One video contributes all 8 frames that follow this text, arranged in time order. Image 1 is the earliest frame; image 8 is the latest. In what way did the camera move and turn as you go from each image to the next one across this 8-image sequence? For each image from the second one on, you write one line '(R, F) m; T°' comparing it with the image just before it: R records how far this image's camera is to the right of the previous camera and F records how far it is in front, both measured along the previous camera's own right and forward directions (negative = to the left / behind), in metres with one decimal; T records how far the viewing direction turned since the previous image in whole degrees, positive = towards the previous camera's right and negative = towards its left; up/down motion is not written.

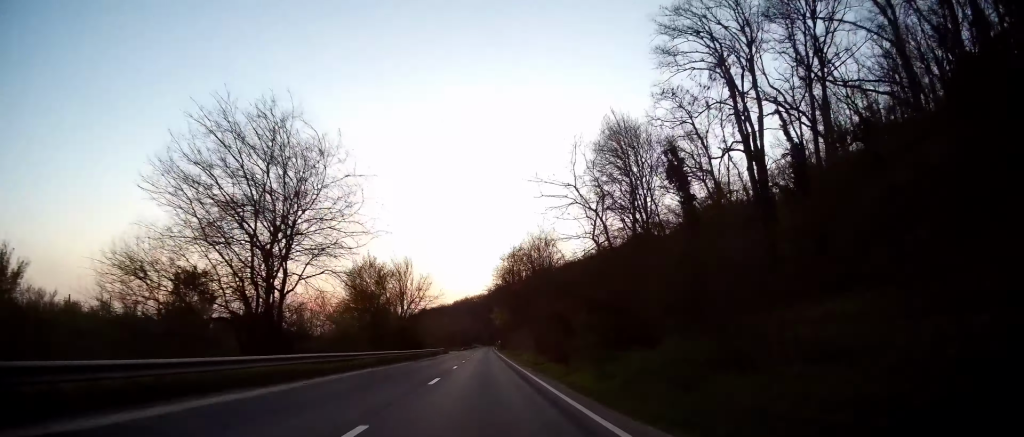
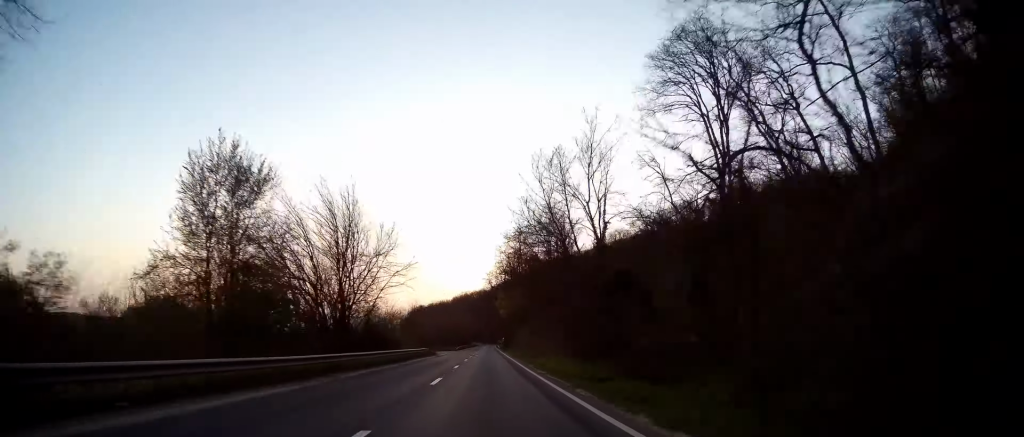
(-0.1, +24.1) m; 0°
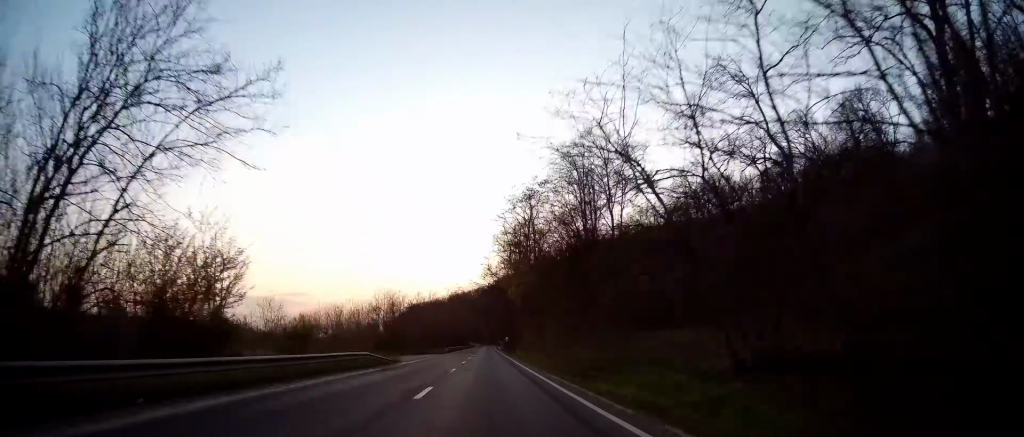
(0.0, +28.1) m; 0°
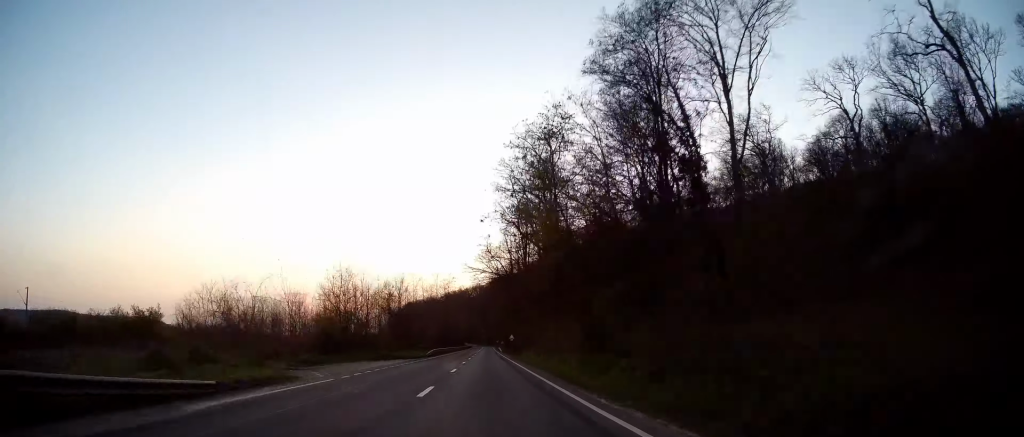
(0.0, +23.1) m; 0°
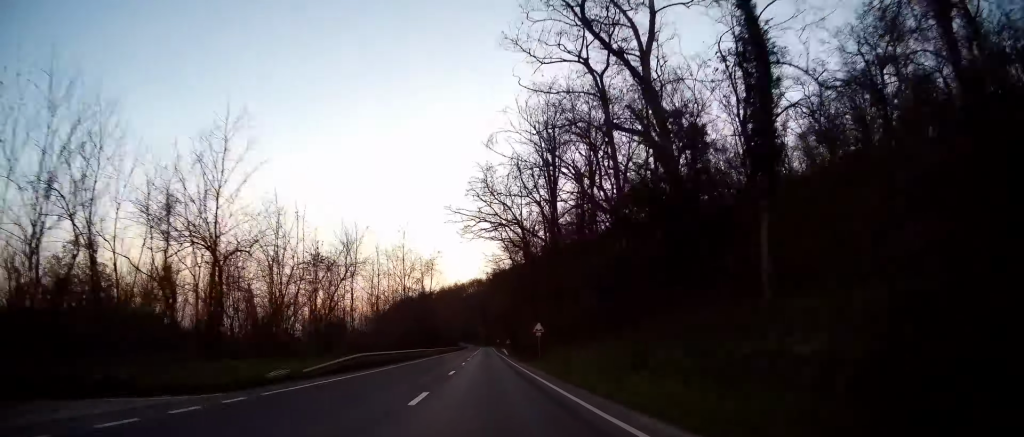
(0.0, +37.3) m; 0°
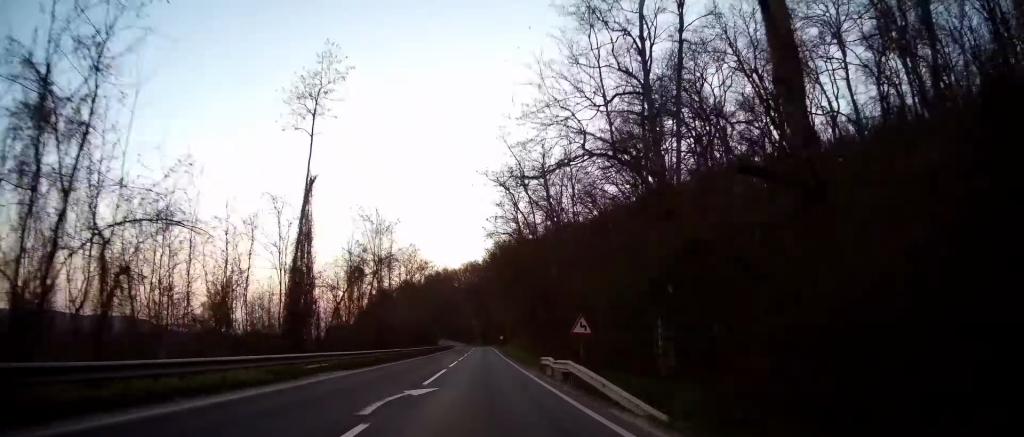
(0.0, +65.4) m; 0°
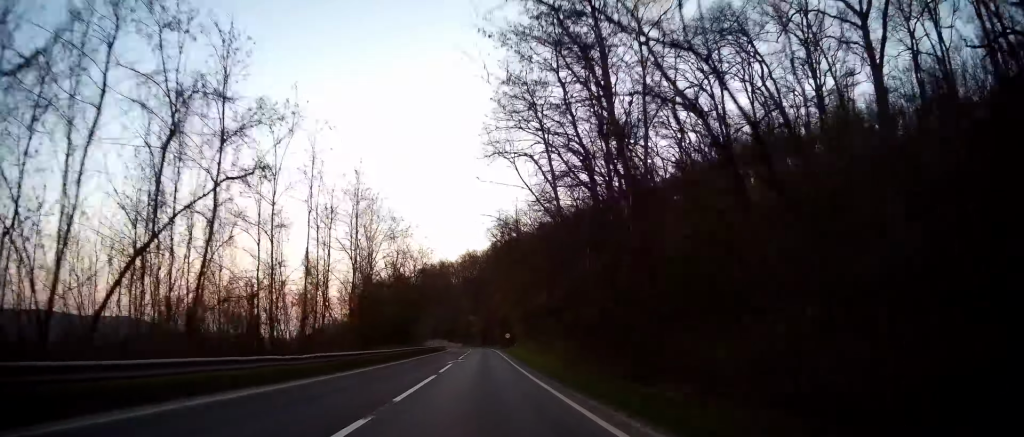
(0.0, +28.7) m; 0°
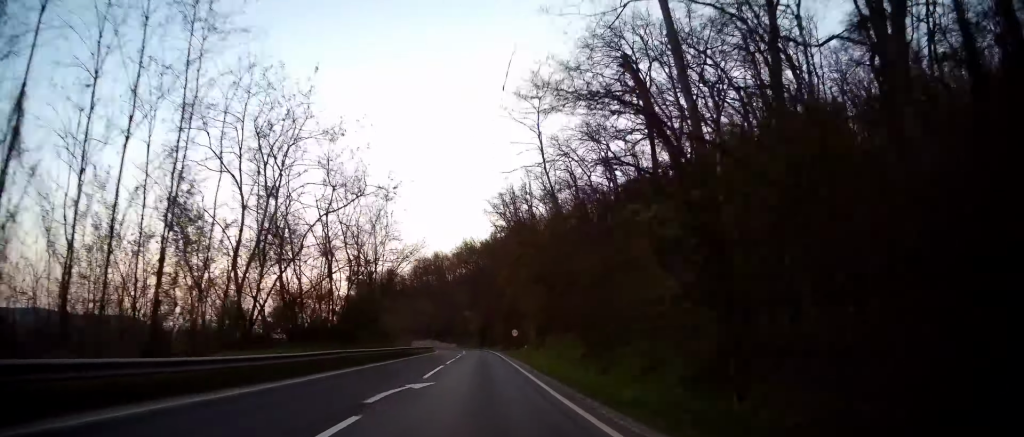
(0.0, +23.5) m; 0°
